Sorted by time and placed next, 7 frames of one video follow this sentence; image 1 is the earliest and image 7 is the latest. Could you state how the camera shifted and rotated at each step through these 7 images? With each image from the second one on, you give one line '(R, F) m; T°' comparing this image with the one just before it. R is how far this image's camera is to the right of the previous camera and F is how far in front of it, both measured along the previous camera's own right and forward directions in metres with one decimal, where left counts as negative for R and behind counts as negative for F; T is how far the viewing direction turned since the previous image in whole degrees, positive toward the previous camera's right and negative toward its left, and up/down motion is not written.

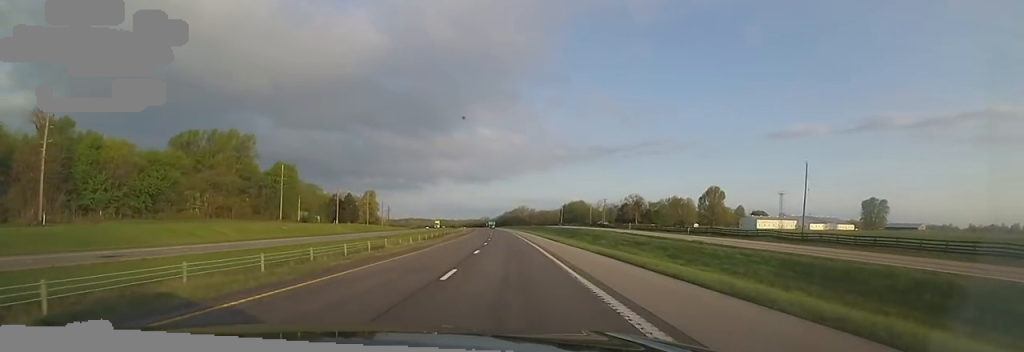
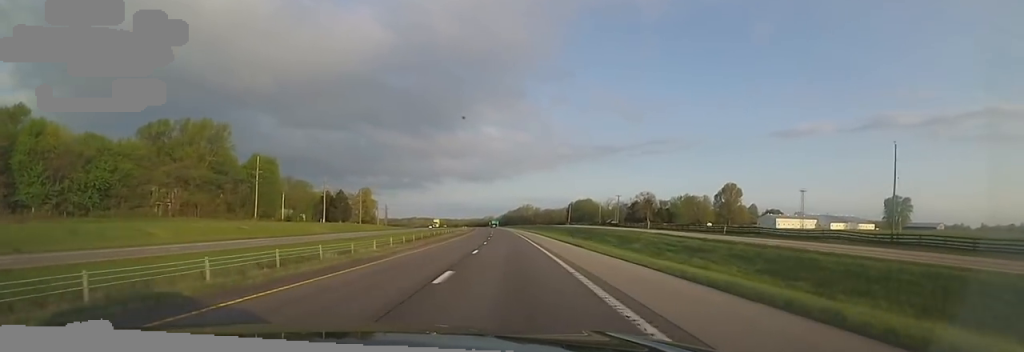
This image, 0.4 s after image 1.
(0.0, +13.6) m; 0°
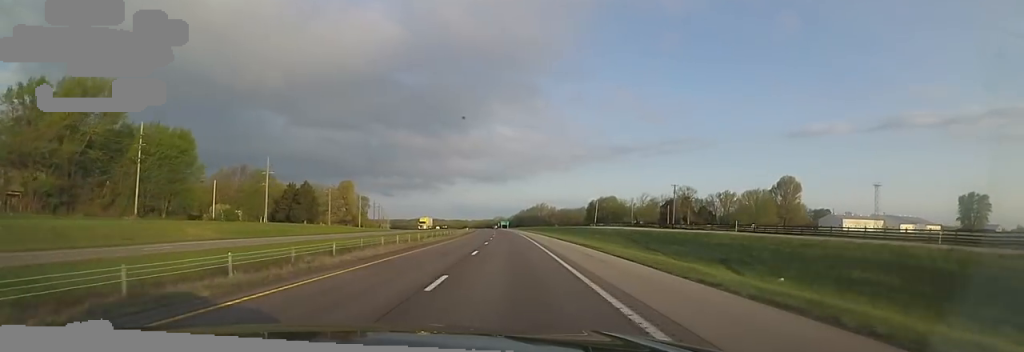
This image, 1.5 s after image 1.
(+0.4, +38.2) m; -1°
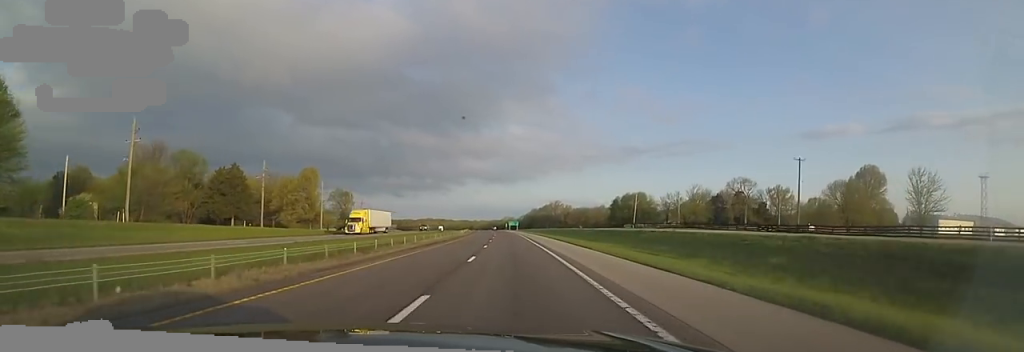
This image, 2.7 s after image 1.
(-1.3, +39.7) m; -4°
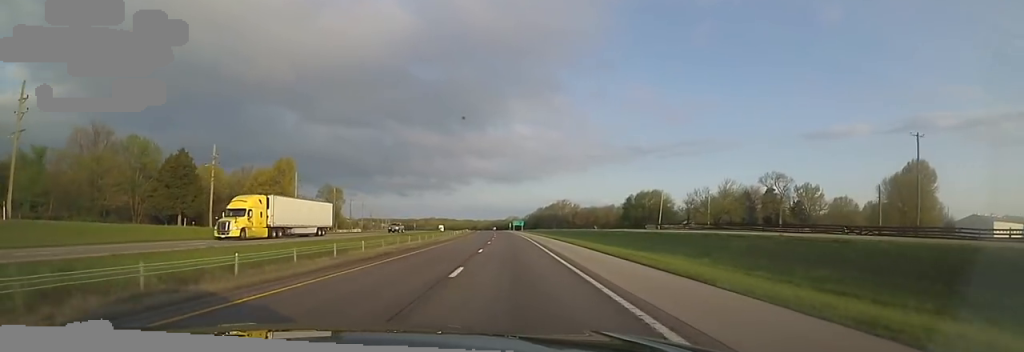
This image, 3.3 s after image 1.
(-0.2, +18.4) m; -1°
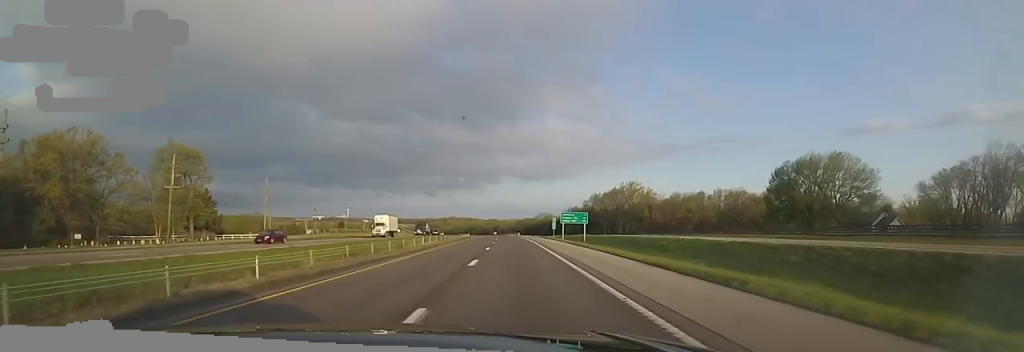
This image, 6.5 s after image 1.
(-0.9, +102.1) m; -2°
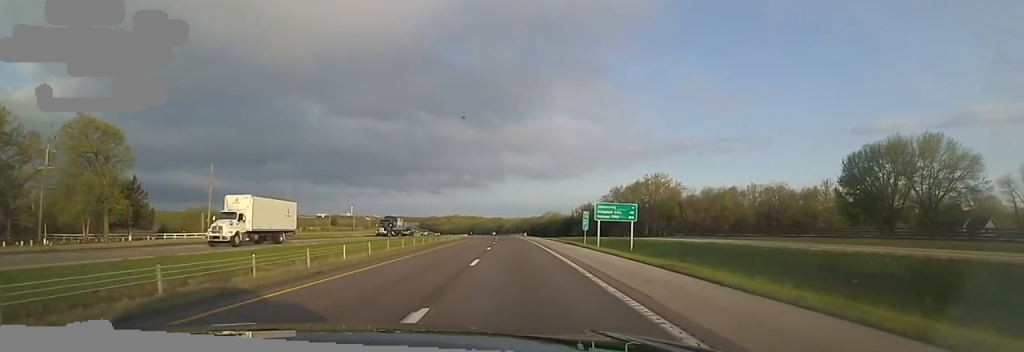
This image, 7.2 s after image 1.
(0.0, +24.4) m; -2°
